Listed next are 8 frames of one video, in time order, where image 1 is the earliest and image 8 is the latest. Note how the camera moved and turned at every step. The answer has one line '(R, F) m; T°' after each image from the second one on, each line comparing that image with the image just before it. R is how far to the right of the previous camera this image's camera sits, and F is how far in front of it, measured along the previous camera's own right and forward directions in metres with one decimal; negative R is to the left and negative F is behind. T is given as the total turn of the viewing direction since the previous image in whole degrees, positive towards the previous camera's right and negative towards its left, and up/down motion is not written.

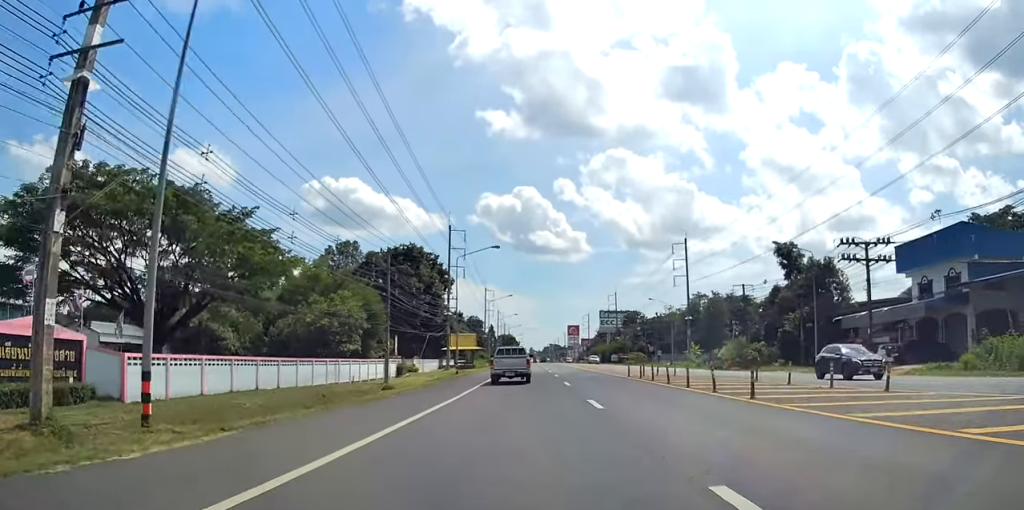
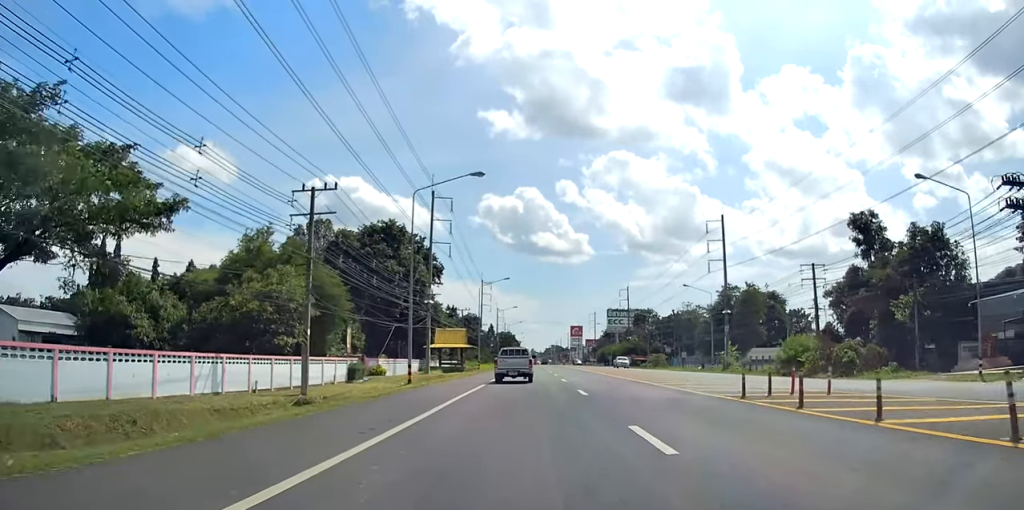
(+0.4, +18.9) m; +1°
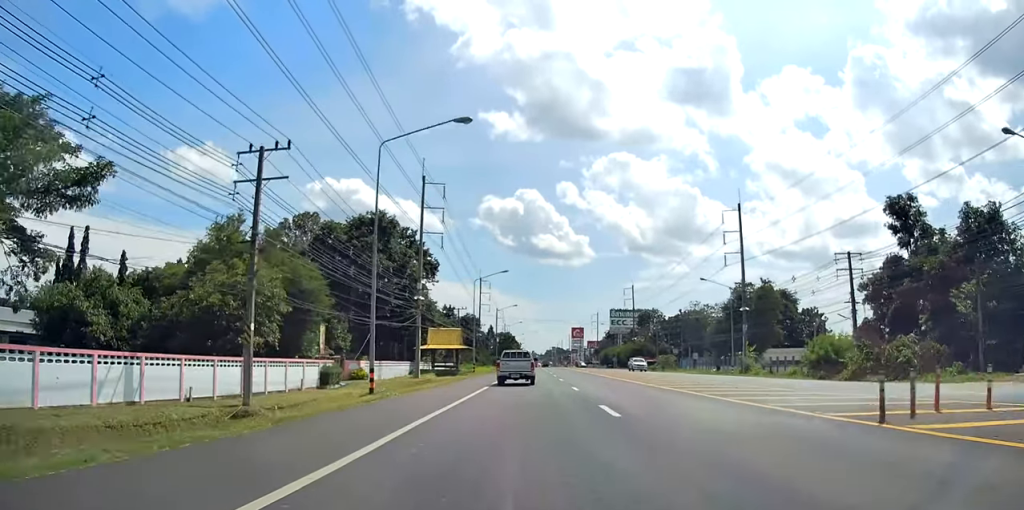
(0.0, +7.2) m; 0°
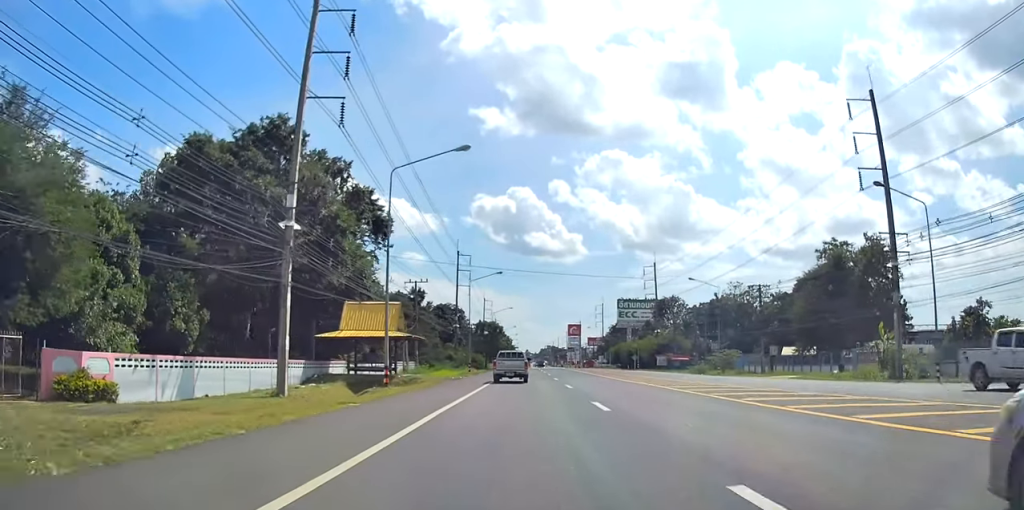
(+0.2, +34.2) m; +1°
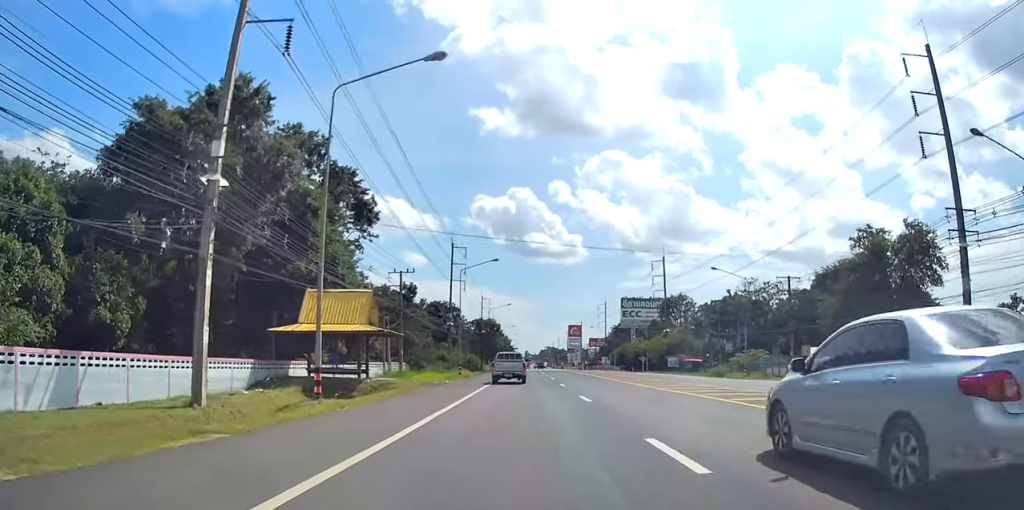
(+0.1, +8.3) m; 0°
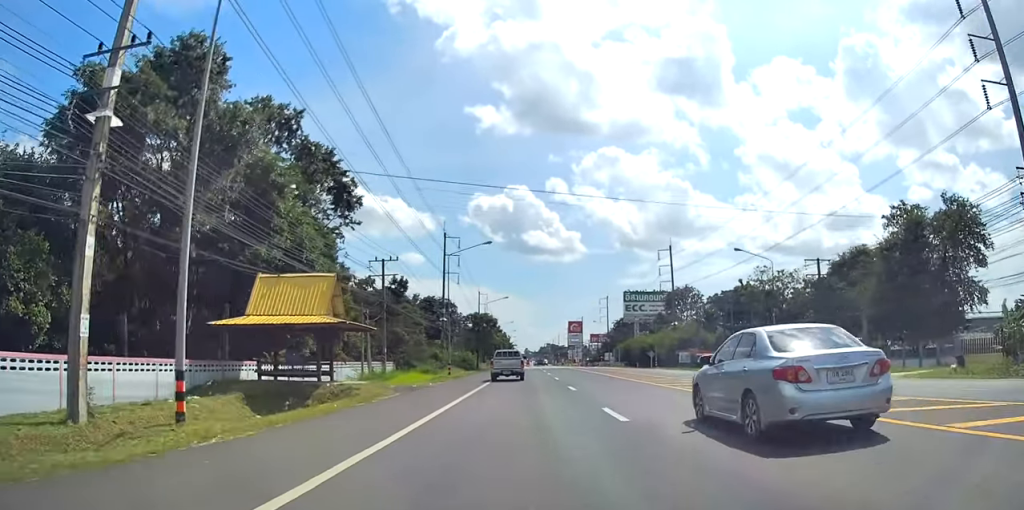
(0.0, +7.0) m; 0°
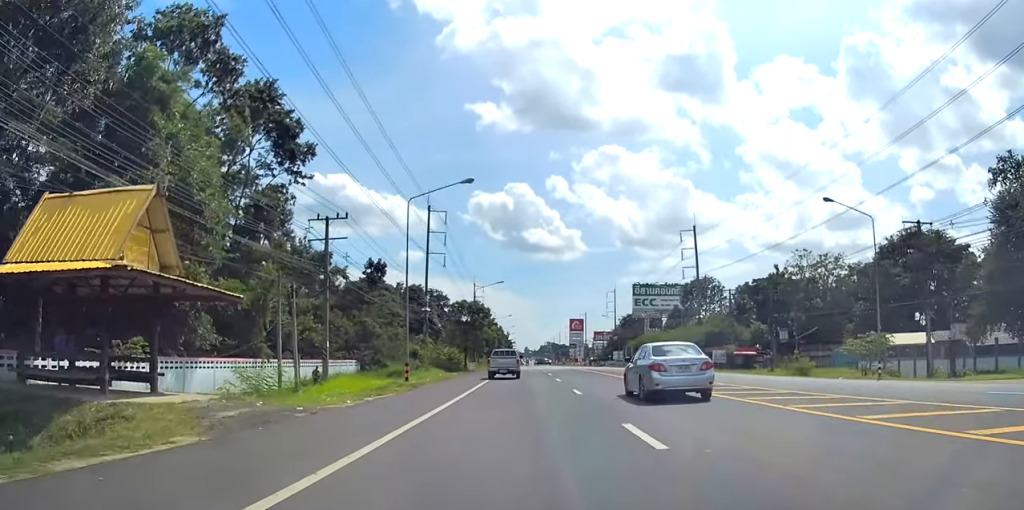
(-0.1, +15.5) m; 0°
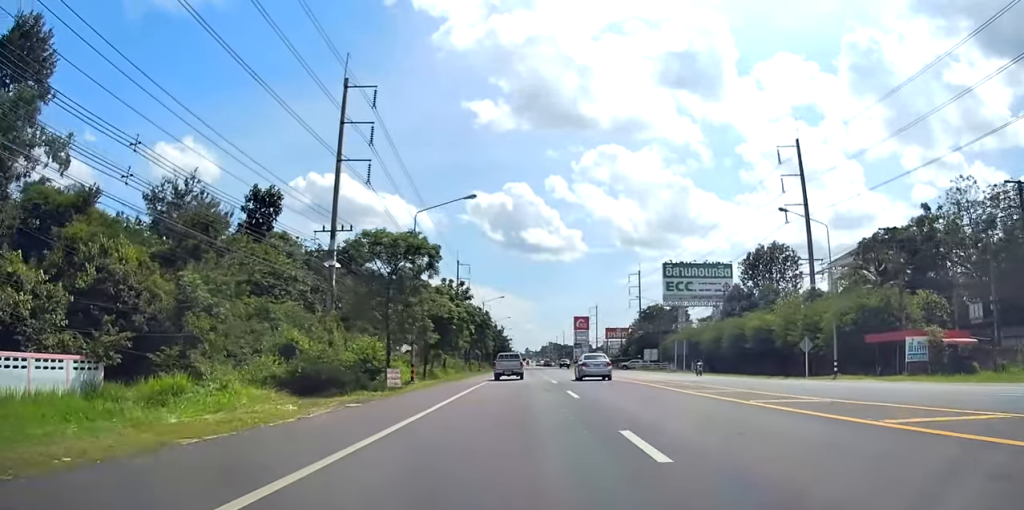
(0.0, +38.1) m; +1°
